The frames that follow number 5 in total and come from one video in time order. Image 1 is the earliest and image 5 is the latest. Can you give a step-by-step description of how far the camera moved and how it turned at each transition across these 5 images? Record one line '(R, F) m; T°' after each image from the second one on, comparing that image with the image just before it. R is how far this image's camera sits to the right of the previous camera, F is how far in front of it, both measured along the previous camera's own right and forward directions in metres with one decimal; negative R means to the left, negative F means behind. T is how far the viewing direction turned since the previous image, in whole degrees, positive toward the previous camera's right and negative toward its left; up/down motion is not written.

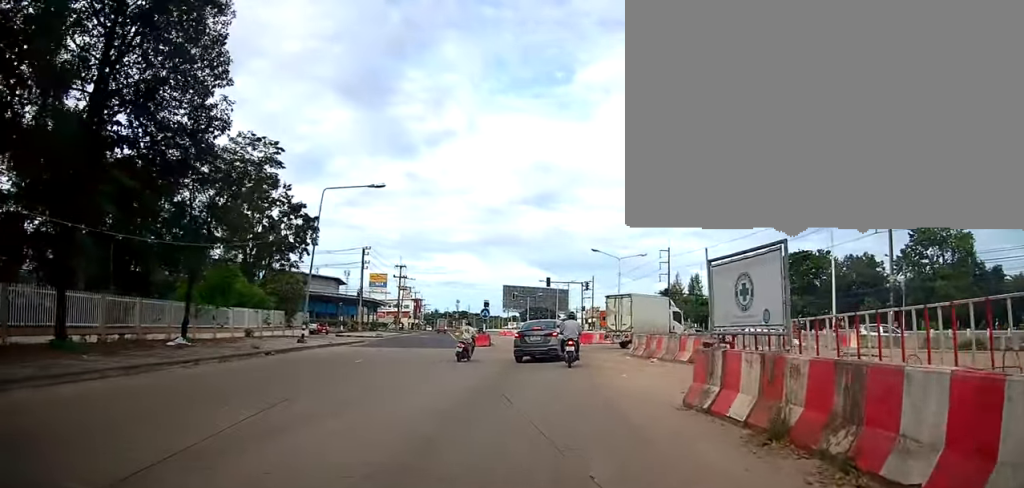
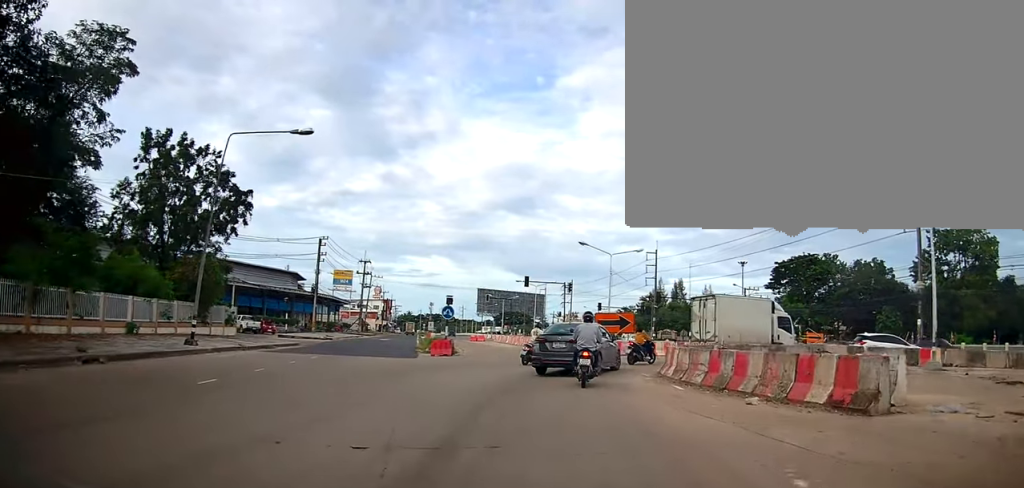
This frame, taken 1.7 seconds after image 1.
(0.0, +10.6) m; +1°
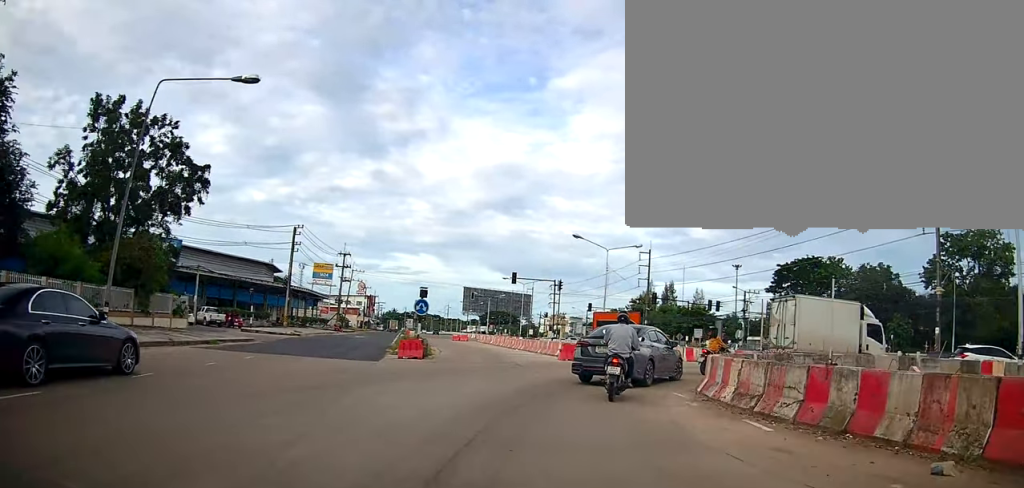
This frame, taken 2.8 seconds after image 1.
(0.0, +4.7) m; +3°
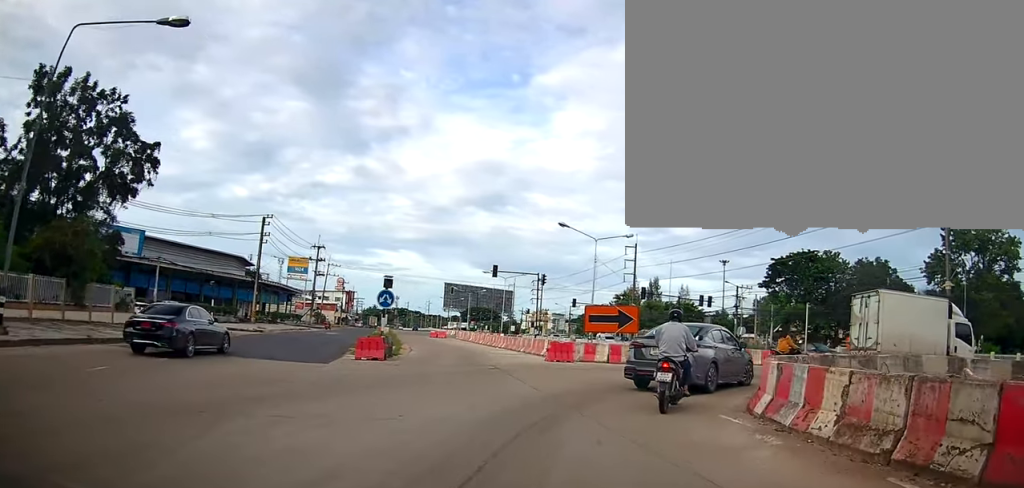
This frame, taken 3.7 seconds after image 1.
(+0.2, +3.5) m; +5°
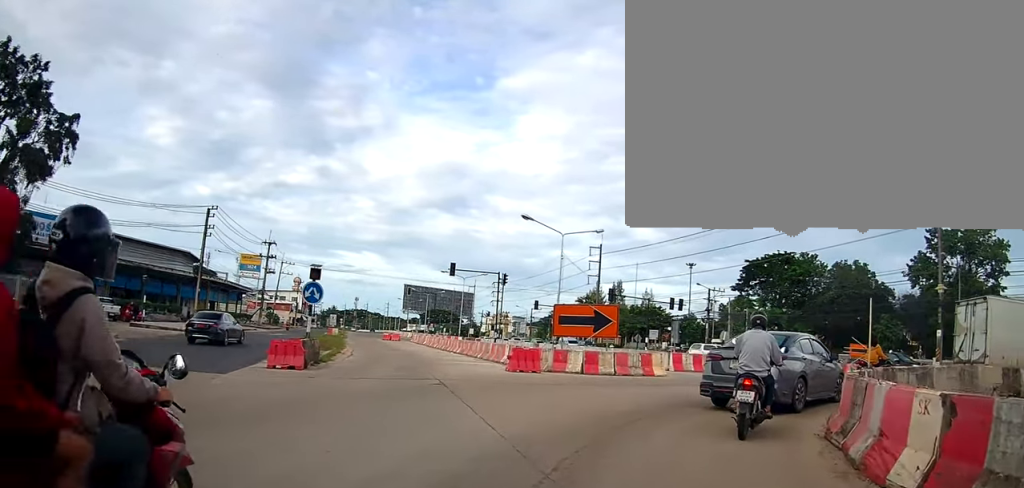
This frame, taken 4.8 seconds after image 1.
(+0.1, +4.0) m; +3°
